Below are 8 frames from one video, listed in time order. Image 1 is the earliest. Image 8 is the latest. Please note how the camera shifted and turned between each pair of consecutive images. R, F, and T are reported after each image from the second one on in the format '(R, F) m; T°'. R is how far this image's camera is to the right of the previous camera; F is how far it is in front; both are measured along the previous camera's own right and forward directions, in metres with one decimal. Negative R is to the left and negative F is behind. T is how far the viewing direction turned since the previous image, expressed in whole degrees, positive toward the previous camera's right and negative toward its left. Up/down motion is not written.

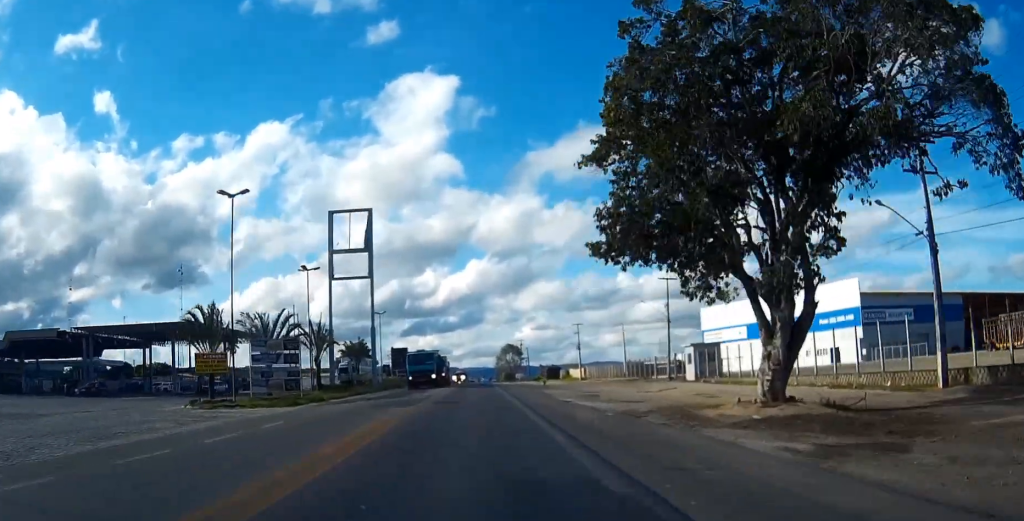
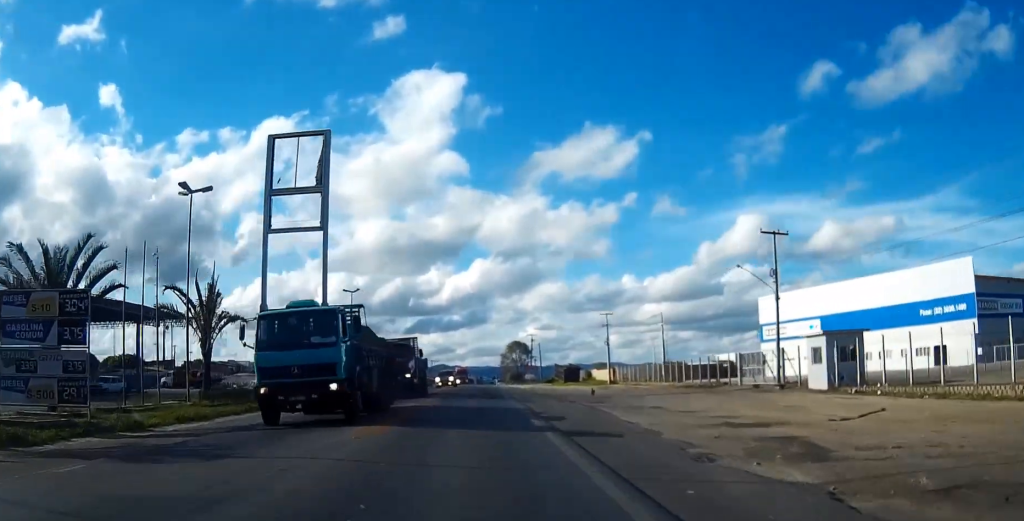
(+0.1, +26.5) m; 0°
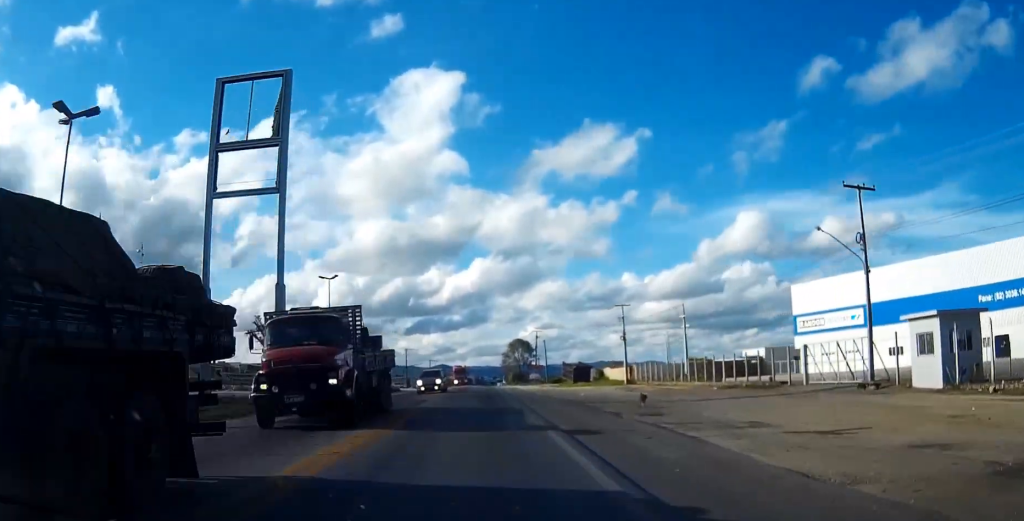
(0.0, +11.9) m; 0°
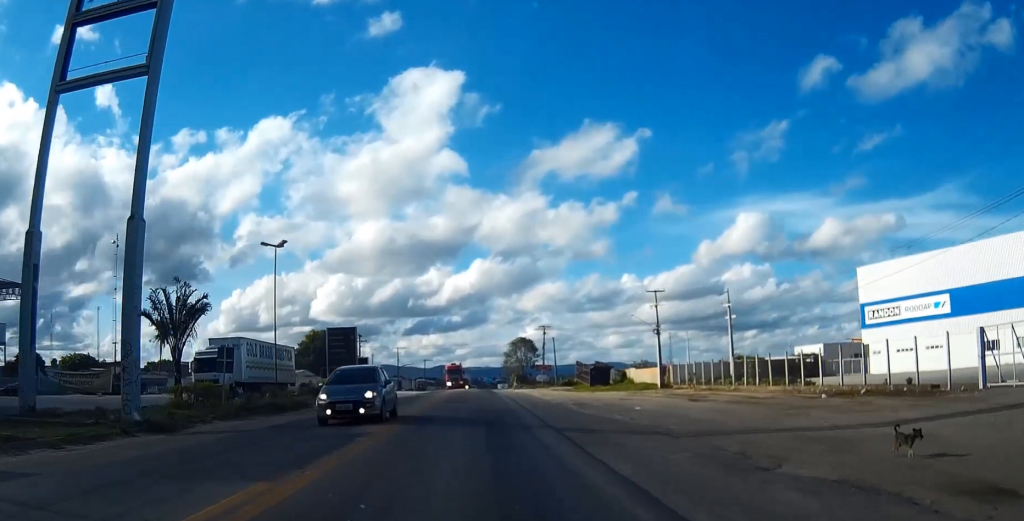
(+0.1, +18.1) m; 0°
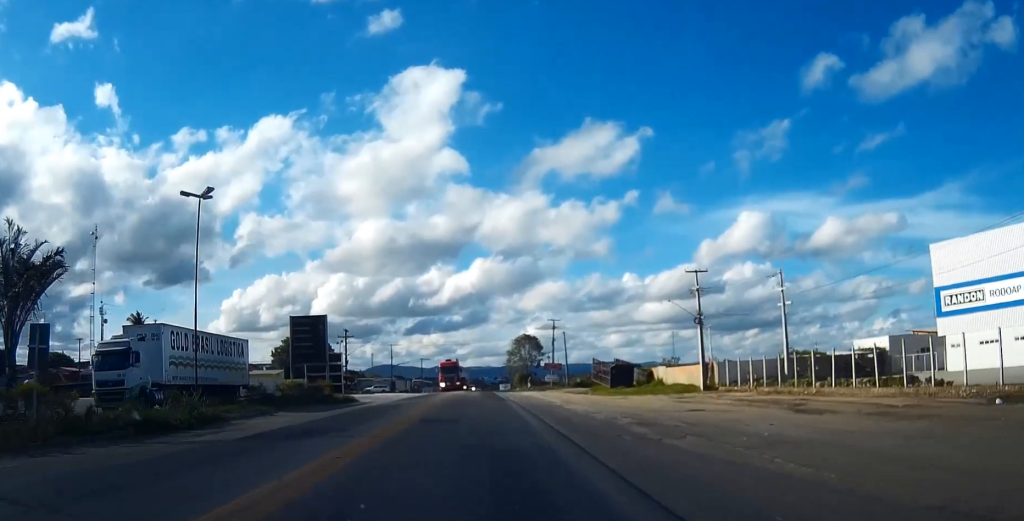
(0.0, +14.2) m; 0°
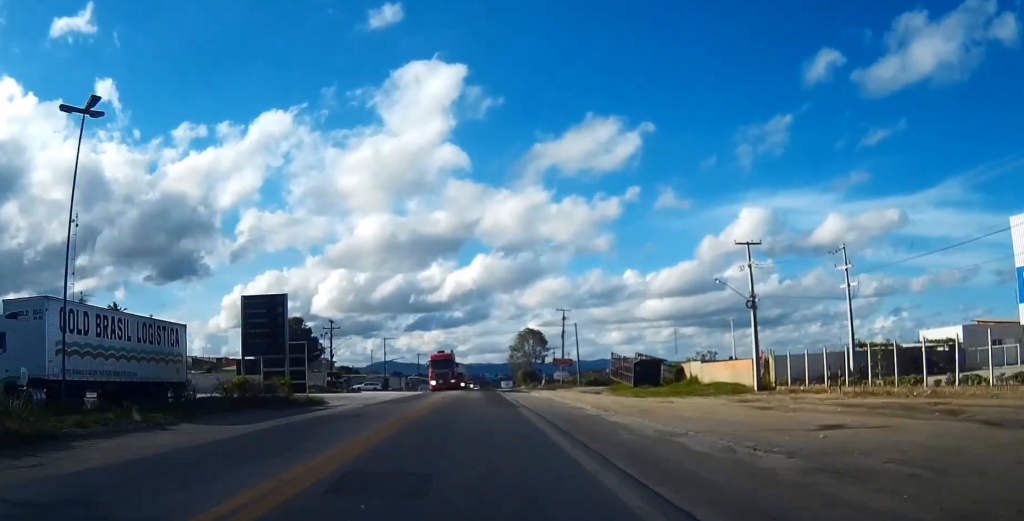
(0.0, +12.1) m; 0°
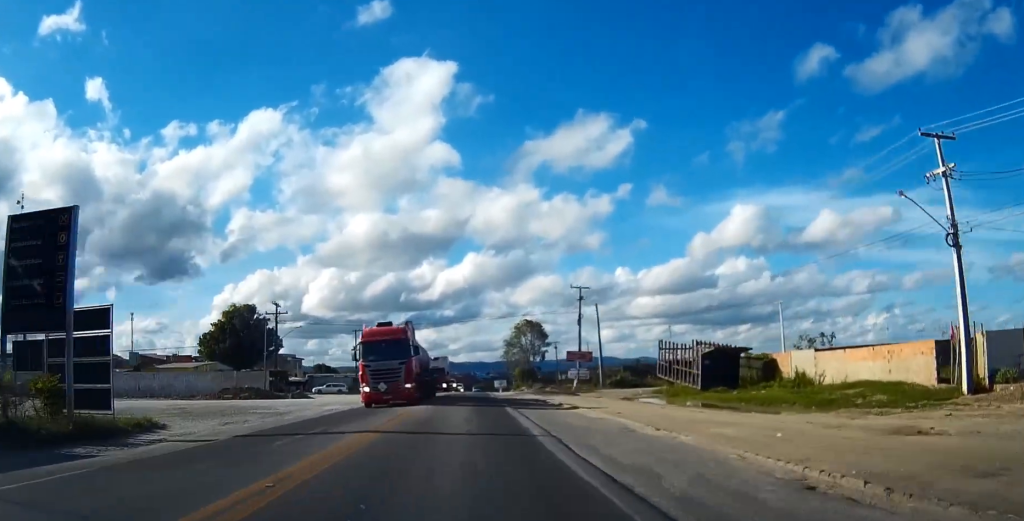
(0.0, +24.1) m; 0°
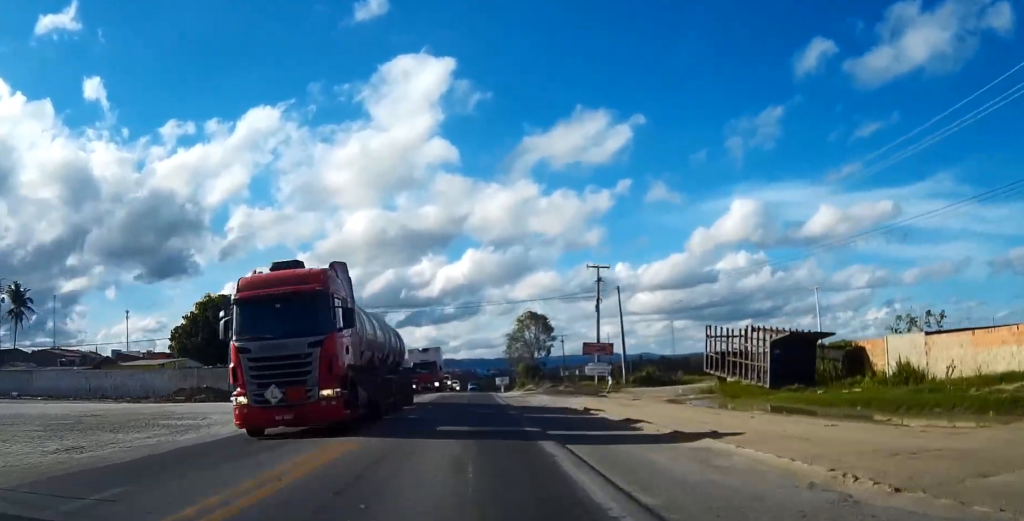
(0.0, +11.3) m; 0°
